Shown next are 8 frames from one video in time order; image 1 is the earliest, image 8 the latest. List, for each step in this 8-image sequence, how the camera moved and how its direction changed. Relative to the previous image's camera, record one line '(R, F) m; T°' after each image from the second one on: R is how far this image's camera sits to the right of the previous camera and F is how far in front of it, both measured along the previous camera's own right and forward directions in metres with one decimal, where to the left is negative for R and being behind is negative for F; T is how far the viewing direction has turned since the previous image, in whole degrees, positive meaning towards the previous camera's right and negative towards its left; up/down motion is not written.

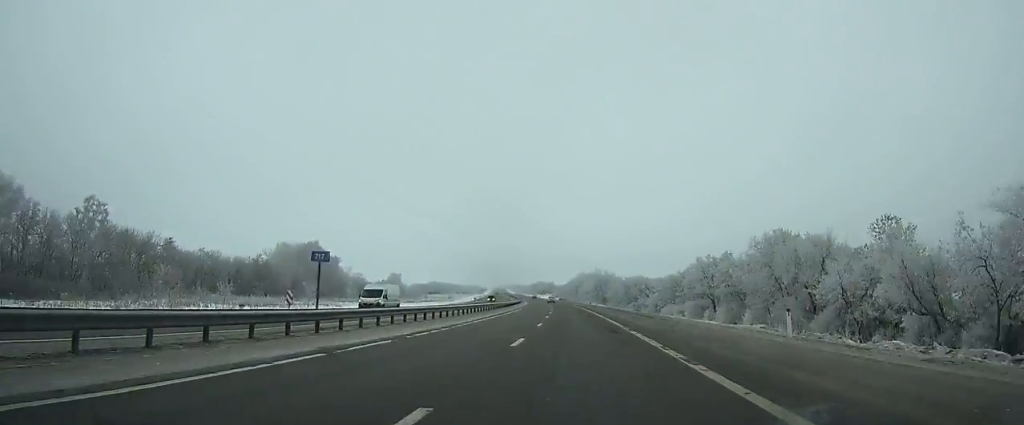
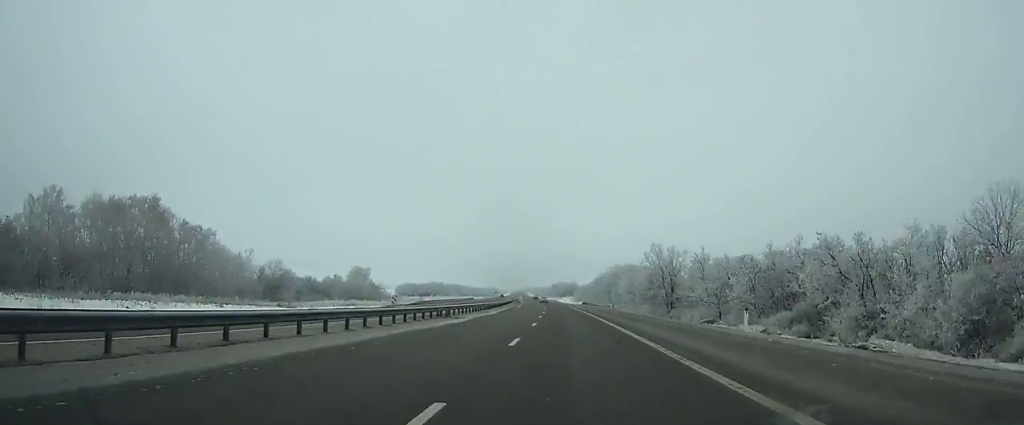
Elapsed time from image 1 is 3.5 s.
(-2.1, +92.2) m; -3°
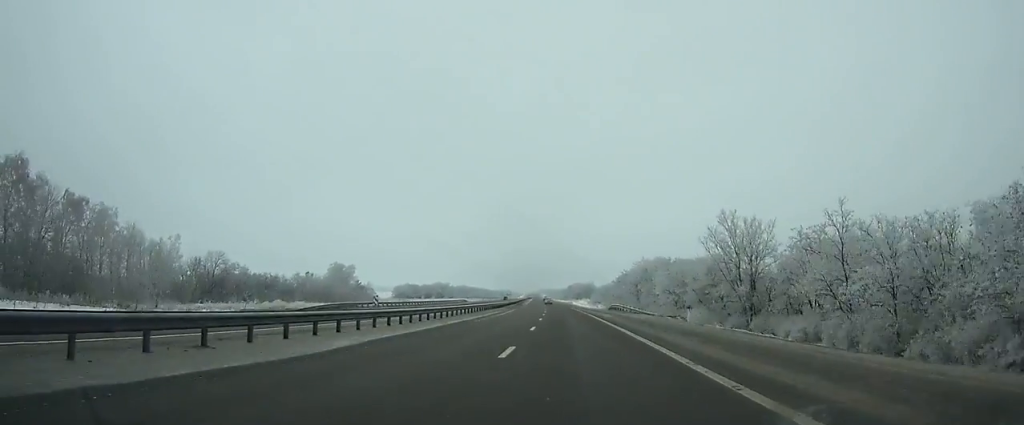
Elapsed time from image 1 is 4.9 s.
(-0.5, +38.4) m; -1°
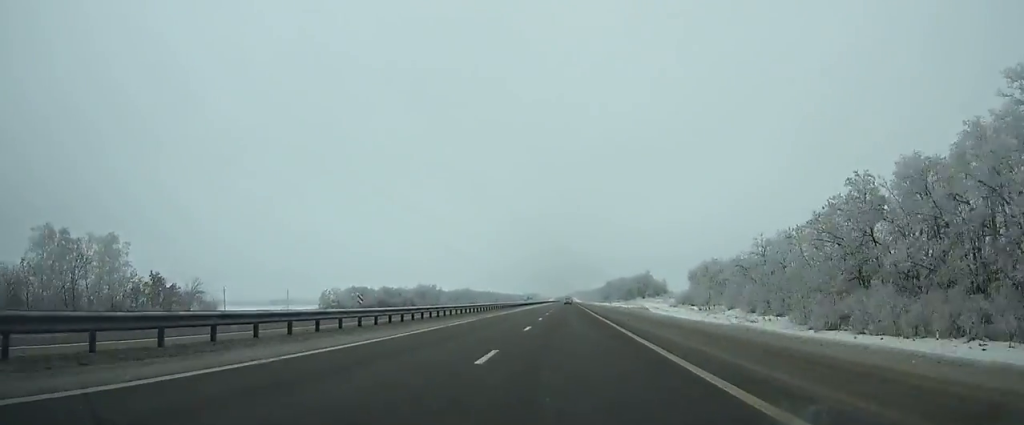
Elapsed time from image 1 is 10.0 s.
(-4.8, +144.6) m; -3°
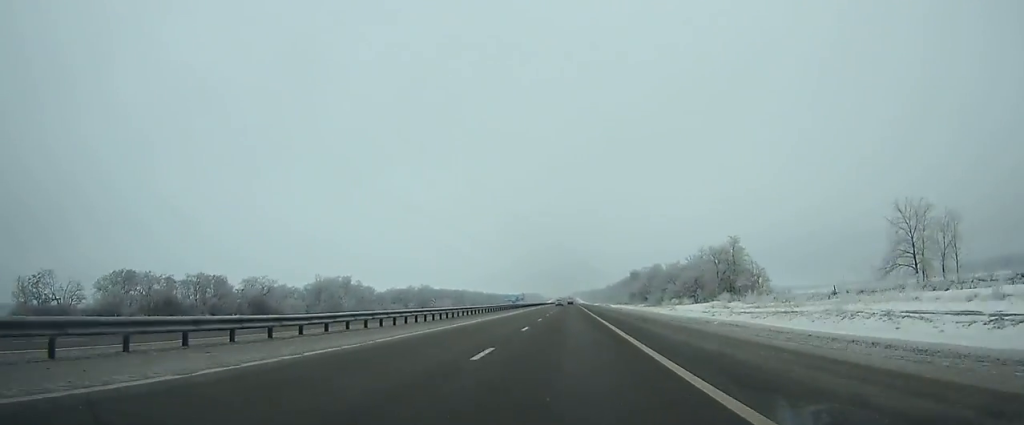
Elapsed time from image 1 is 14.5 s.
(-0.9, +132.0) m; 0°
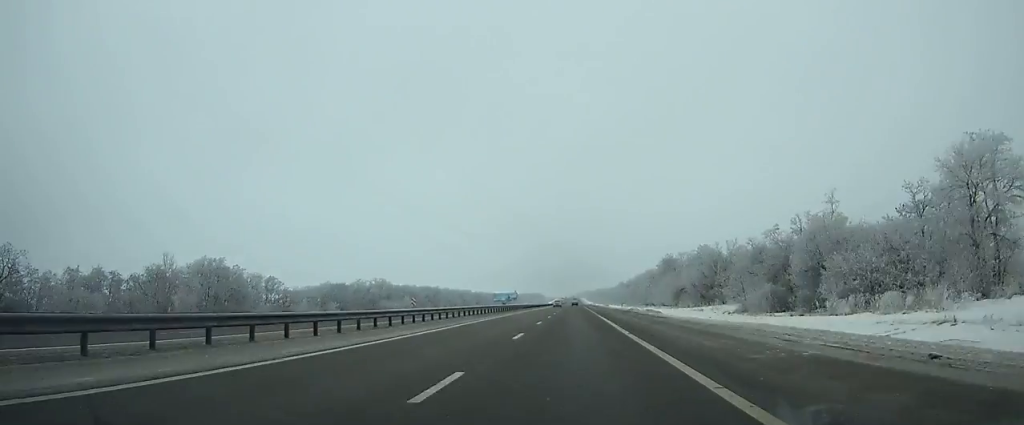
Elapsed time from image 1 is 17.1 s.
(0.0, +77.1) m; 0°
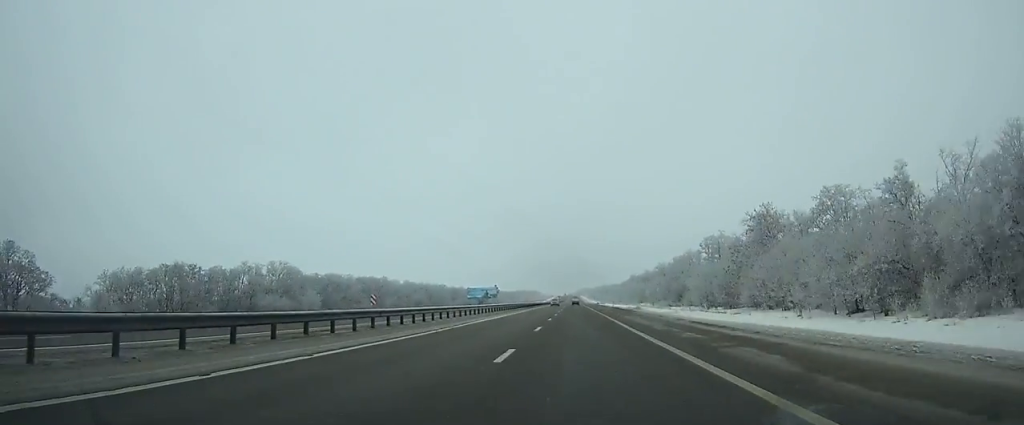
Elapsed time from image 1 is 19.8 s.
(0.0, +80.3) m; 0°
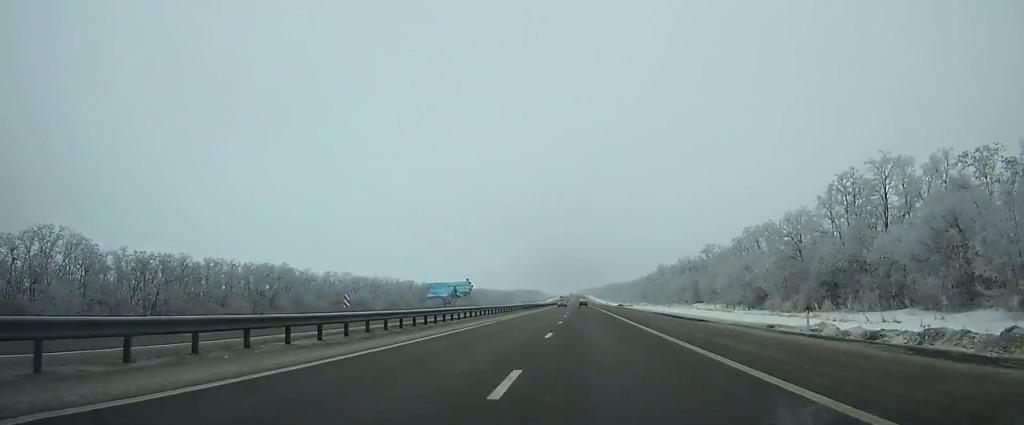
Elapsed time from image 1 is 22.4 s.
(+0.1, +77.7) m; 0°
